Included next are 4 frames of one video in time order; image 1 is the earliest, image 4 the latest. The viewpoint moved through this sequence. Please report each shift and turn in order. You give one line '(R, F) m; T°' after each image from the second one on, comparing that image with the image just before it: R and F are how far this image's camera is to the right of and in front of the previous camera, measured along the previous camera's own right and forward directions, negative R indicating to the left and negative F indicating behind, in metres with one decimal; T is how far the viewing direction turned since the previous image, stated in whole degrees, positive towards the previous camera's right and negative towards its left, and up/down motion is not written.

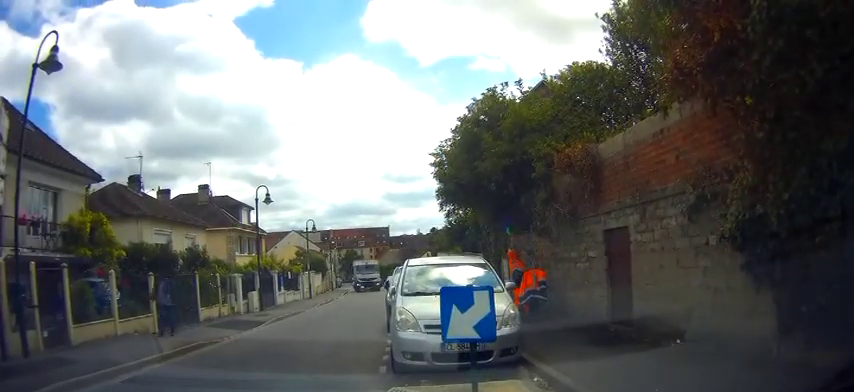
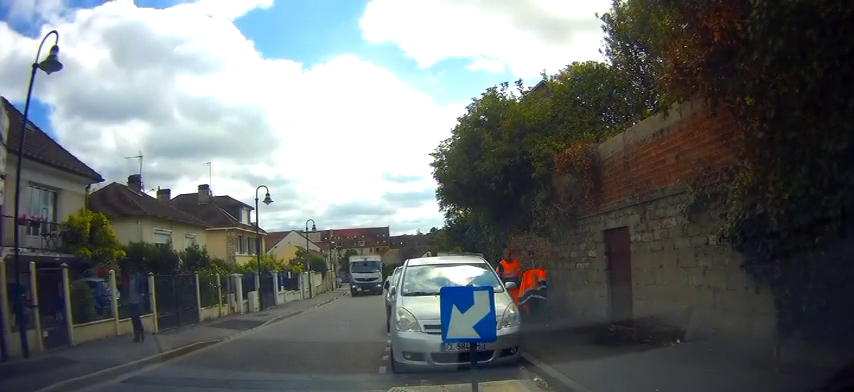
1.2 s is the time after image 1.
(+0.3, +0.1) m; 0°
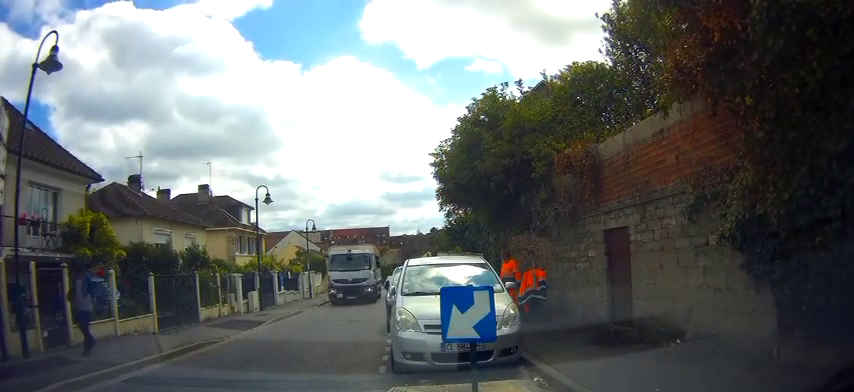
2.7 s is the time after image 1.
(+0.3, +0.1) m; 0°
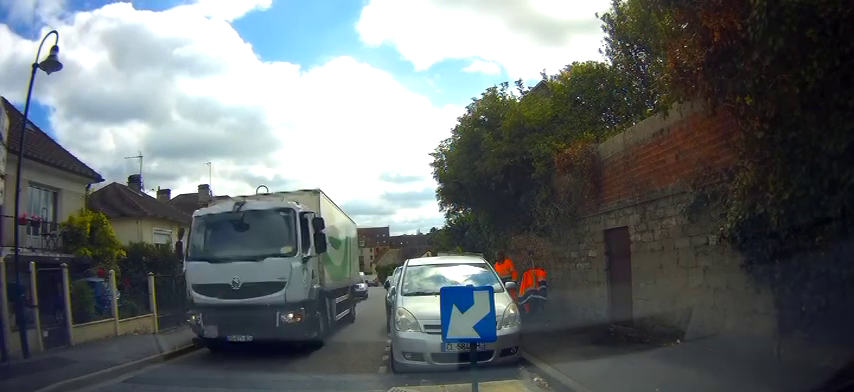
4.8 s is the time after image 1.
(+0.1, +0.1) m; 0°
